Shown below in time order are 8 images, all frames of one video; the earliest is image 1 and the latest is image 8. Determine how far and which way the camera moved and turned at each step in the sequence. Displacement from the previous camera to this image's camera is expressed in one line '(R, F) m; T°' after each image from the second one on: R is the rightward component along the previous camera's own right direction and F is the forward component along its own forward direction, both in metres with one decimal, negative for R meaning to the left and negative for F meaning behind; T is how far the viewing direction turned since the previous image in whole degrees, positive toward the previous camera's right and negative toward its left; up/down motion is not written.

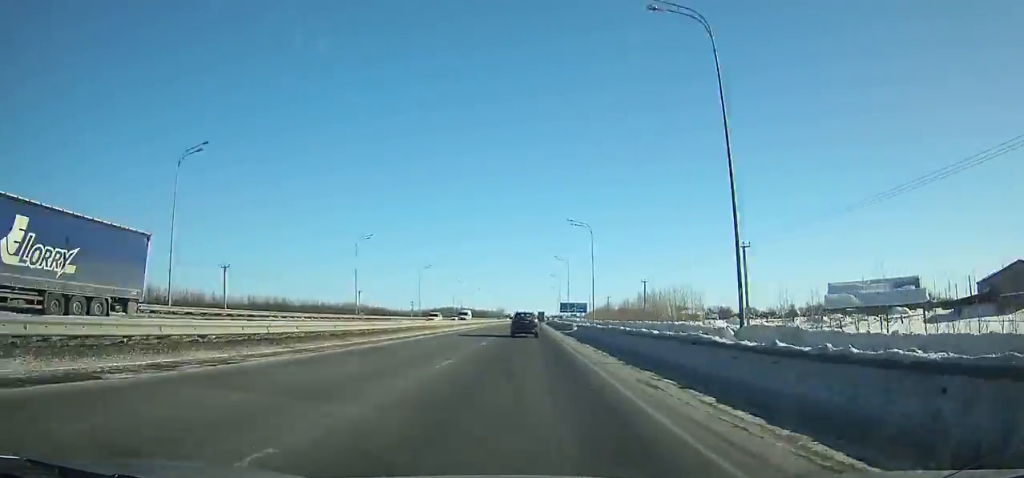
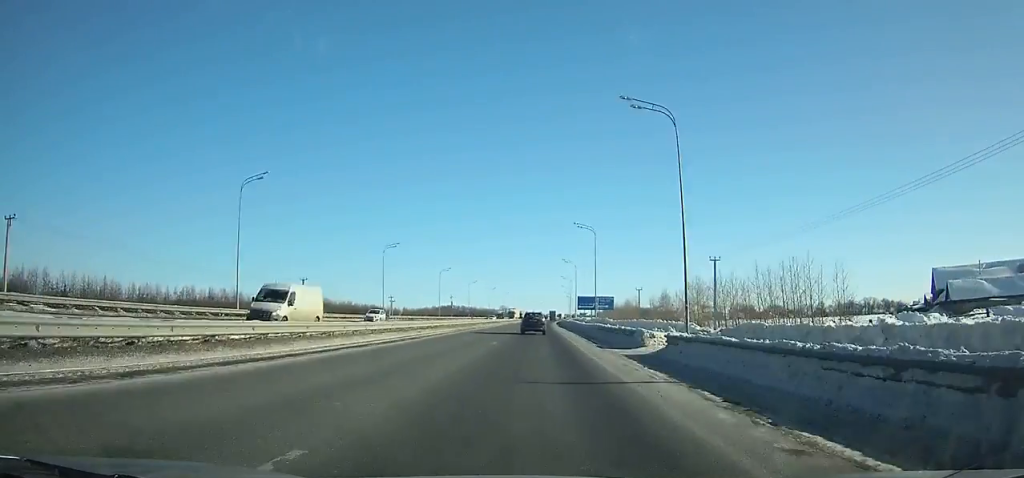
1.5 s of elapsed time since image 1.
(0.0, +35.2) m; 0°
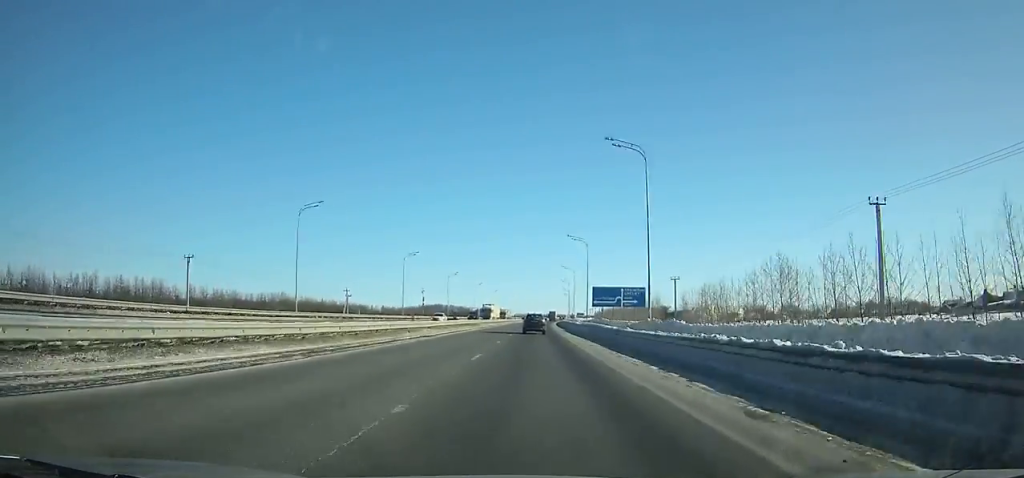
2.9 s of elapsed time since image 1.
(-0.2, +32.8) m; 0°
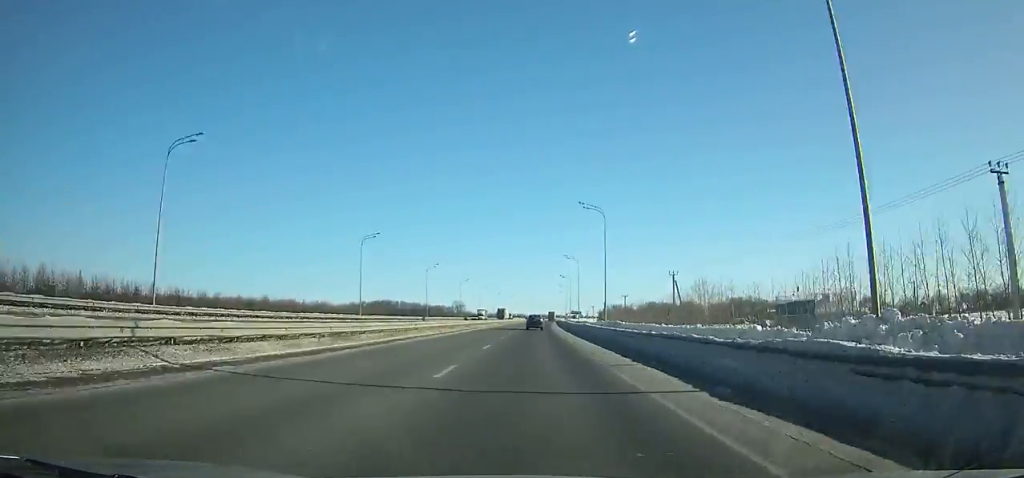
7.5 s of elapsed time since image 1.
(+1.7, +108.2) m; +2°
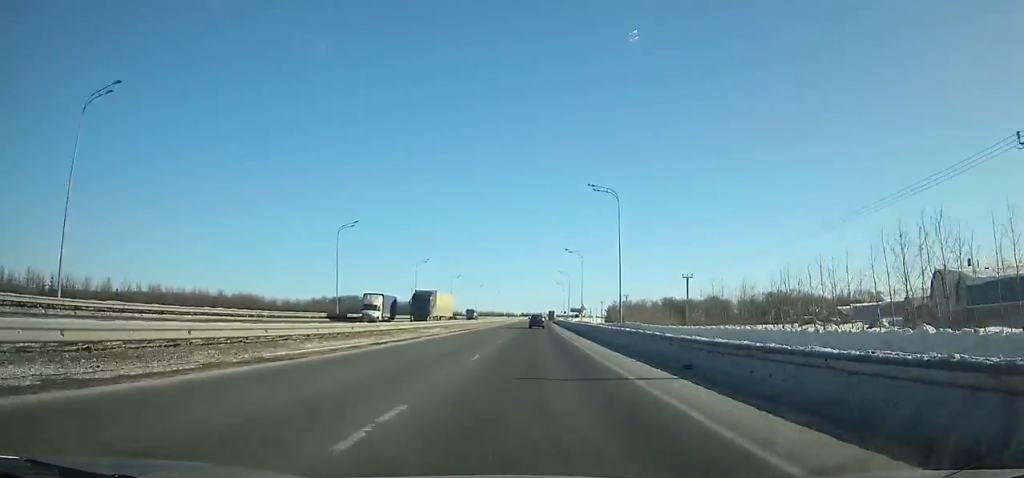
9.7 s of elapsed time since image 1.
(+0.3, +52.2) m; +1°
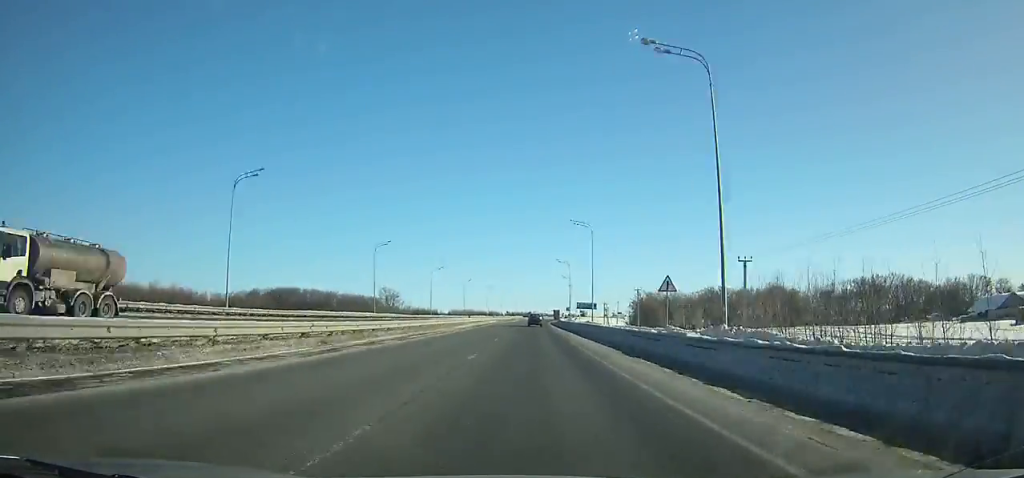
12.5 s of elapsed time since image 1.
(+0.7, +68.2) m; +1°
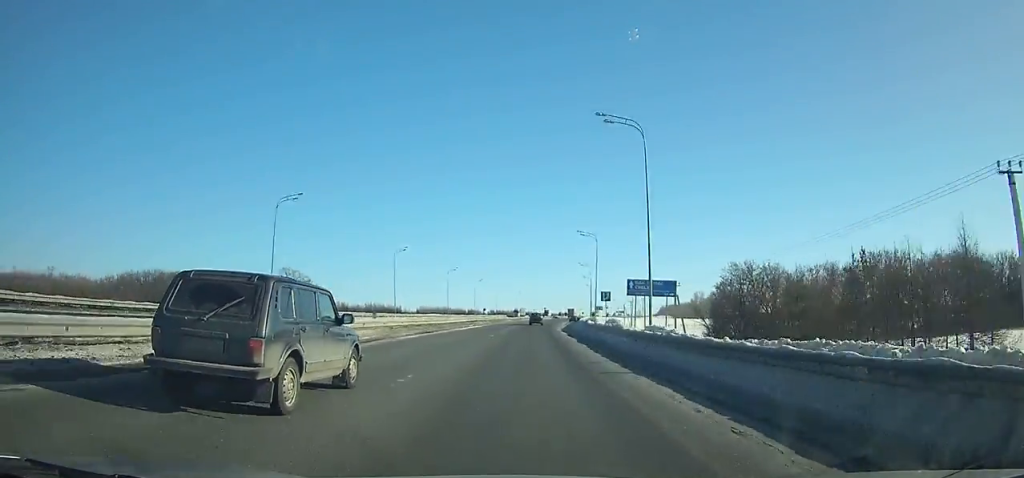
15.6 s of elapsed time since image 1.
(+0.8, +80.7) m; +2°
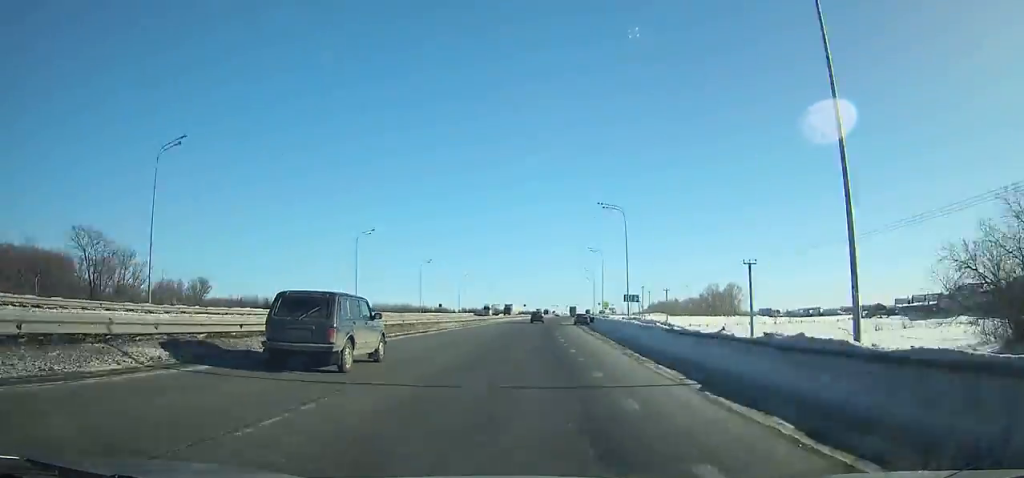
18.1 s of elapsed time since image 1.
(+0.7, +65.5) m; +2°
